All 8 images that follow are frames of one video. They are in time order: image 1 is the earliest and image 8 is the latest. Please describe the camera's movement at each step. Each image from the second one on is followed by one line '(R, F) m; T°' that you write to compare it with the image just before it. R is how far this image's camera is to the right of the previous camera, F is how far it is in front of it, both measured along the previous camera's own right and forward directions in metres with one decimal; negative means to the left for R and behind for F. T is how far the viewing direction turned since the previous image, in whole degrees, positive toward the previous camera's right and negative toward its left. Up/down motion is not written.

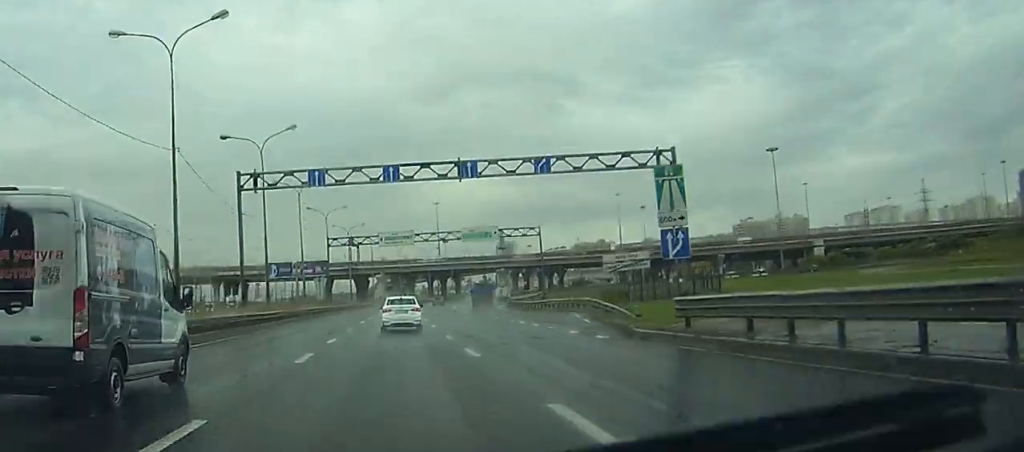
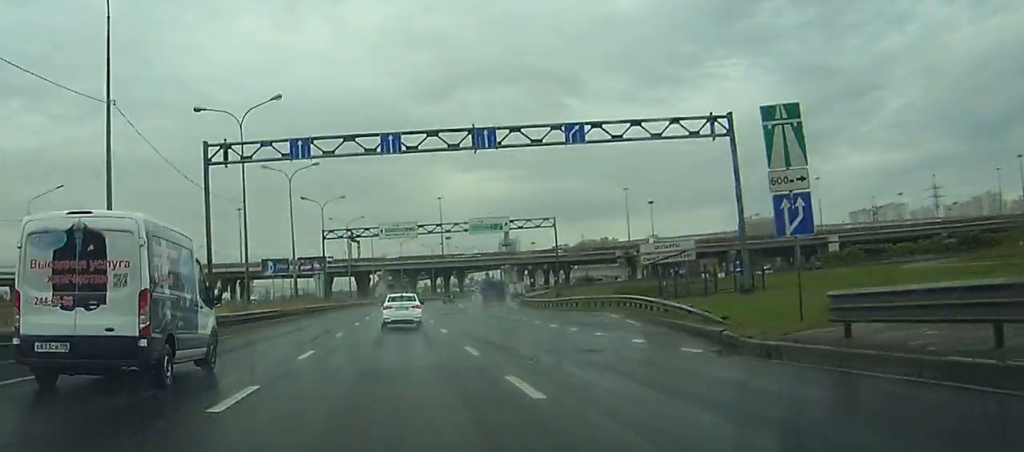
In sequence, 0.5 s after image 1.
(0.0, +8.4) m; 0°
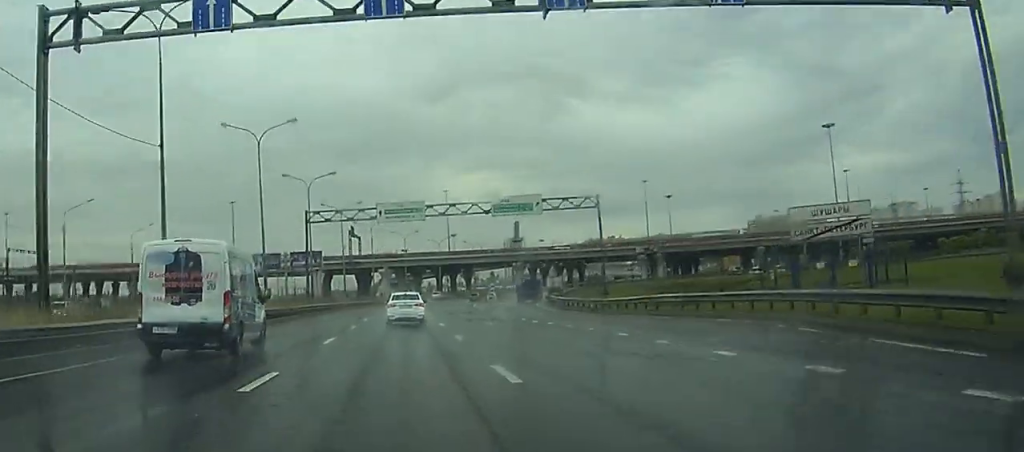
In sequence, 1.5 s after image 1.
(-0.1, +18.4) m; 0°
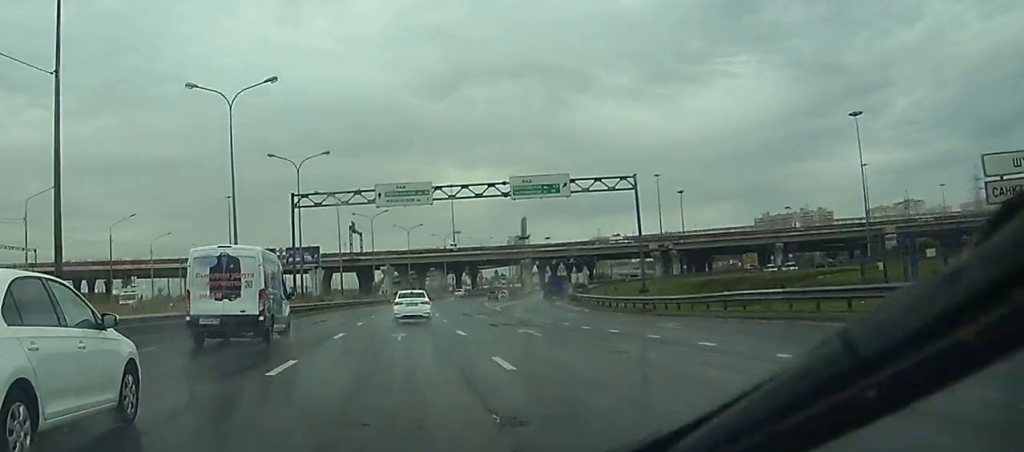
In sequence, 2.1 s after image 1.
(0.0, +10.6) m; 0°
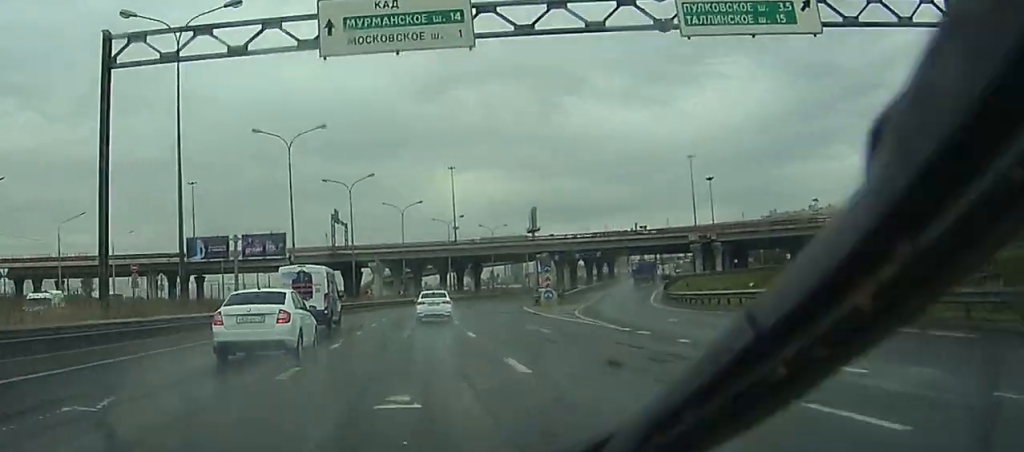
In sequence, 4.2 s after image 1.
(-0.2, +36.9) m; 0°
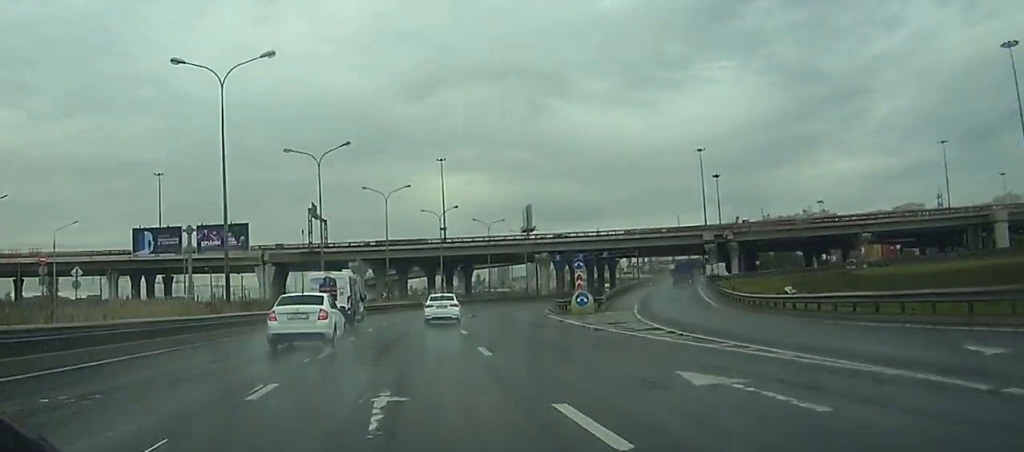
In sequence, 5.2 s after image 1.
(0.0, +18.3) m; +1°
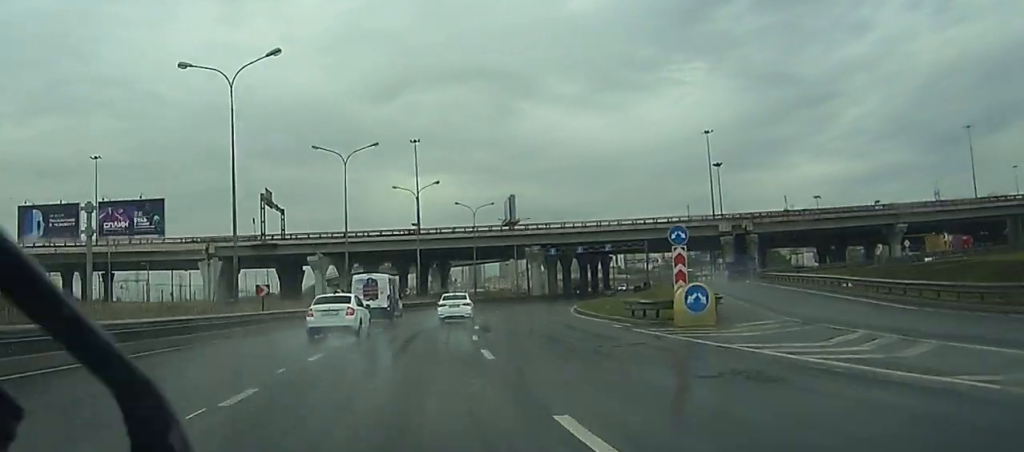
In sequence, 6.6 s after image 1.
(+0.4, +24.6) m; +2°
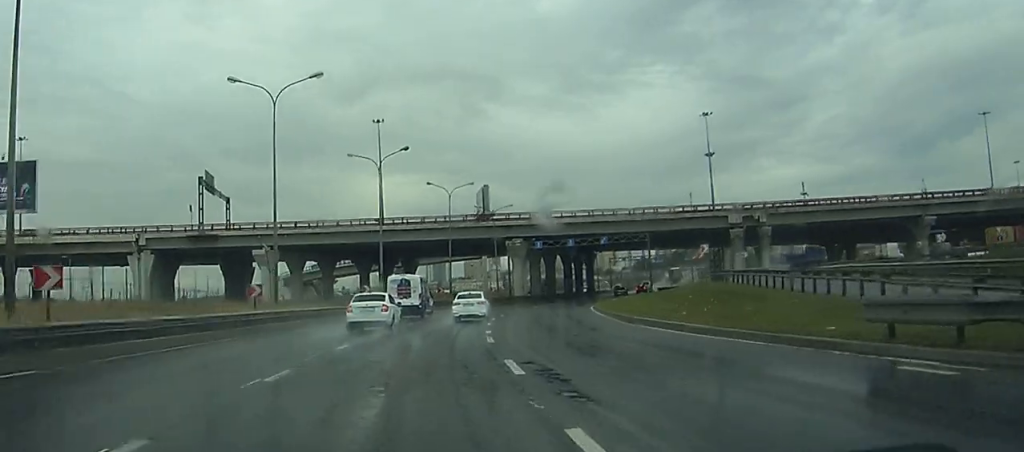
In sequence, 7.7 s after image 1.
(+0.2, +20.7) m; +2°
